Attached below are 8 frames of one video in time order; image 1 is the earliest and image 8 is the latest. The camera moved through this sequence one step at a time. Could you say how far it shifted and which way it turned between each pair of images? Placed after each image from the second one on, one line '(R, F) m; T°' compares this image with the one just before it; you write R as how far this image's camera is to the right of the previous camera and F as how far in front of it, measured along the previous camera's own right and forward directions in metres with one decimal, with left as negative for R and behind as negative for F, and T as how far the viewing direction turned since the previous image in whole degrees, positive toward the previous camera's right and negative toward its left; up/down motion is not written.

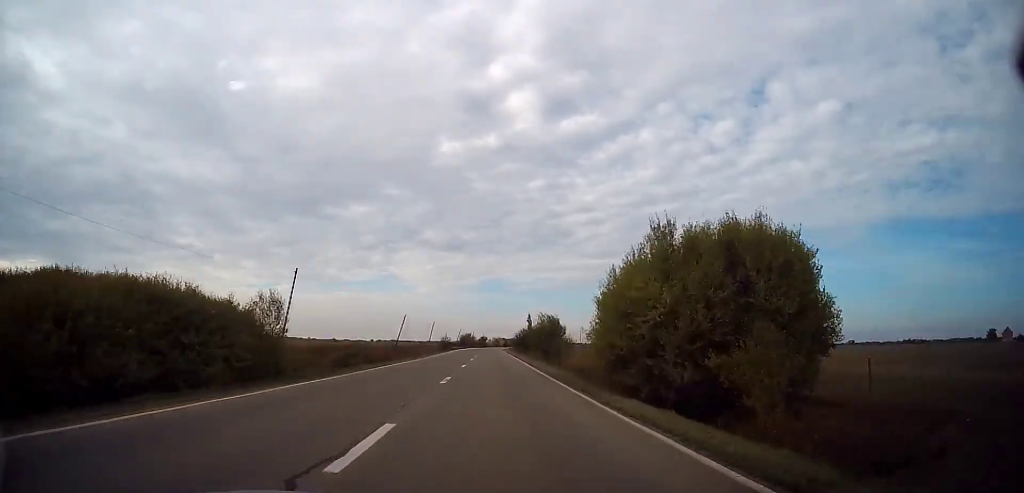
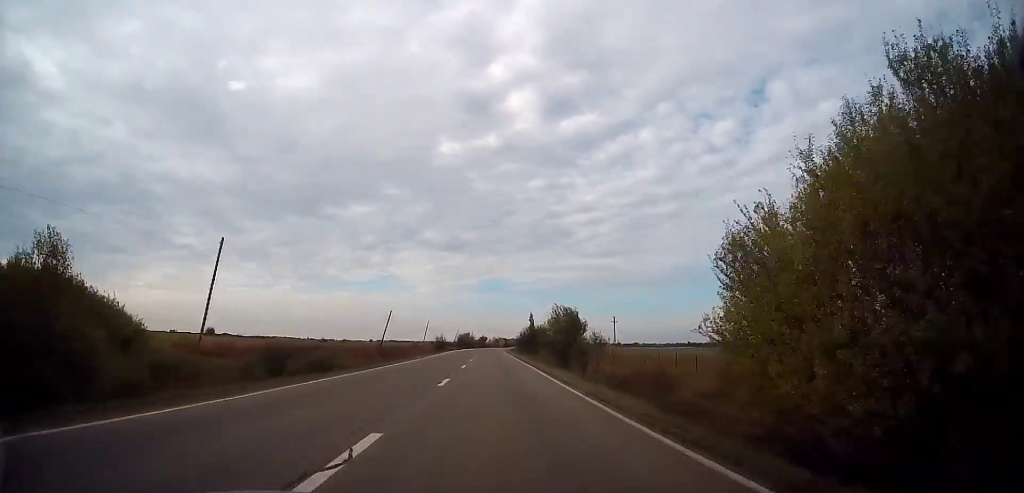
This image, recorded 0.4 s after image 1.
(0.0, +12.1) m; 0°
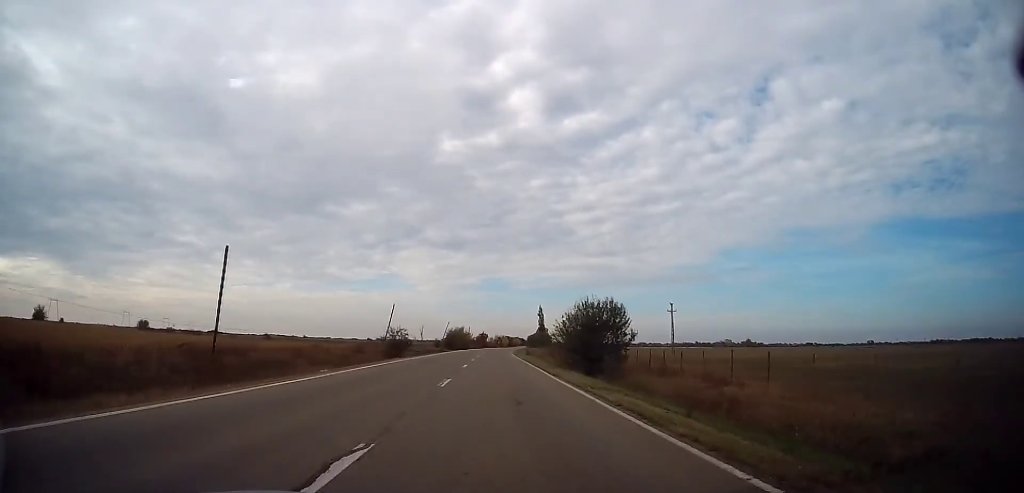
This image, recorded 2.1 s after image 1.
(-0.1, +46.1) m; 0°
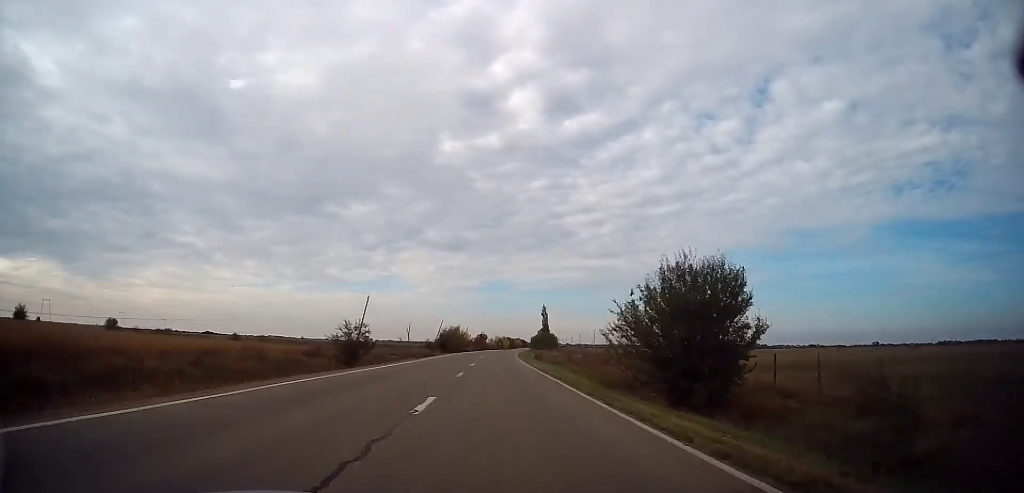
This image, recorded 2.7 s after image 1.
(+0.4, +16.3) m; 0°
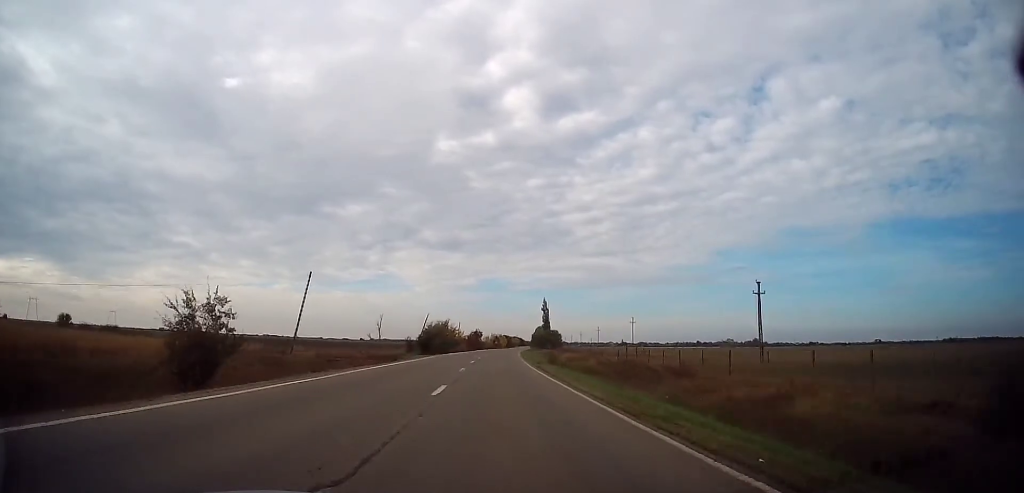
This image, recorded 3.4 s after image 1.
(-0.3, +19.1) m; 0°
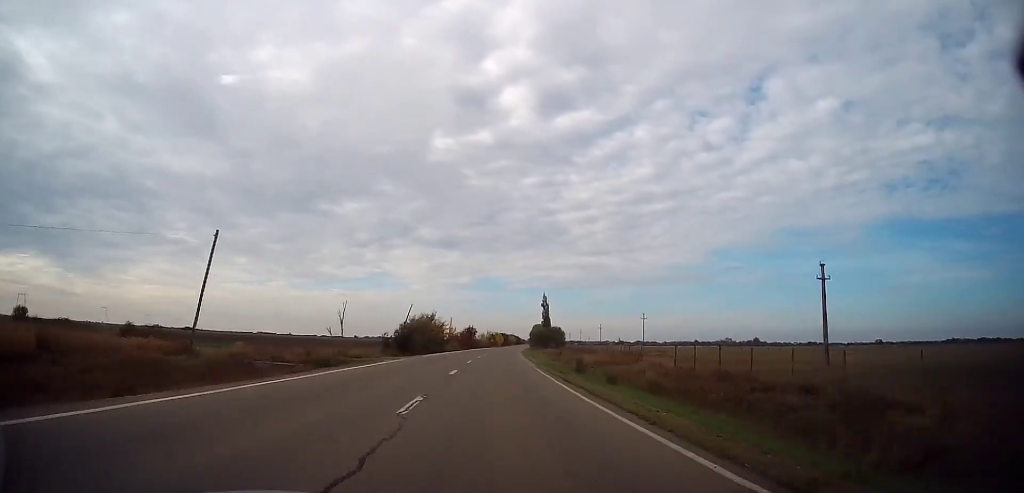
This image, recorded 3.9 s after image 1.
(-0.3, +15.1) m; 0°
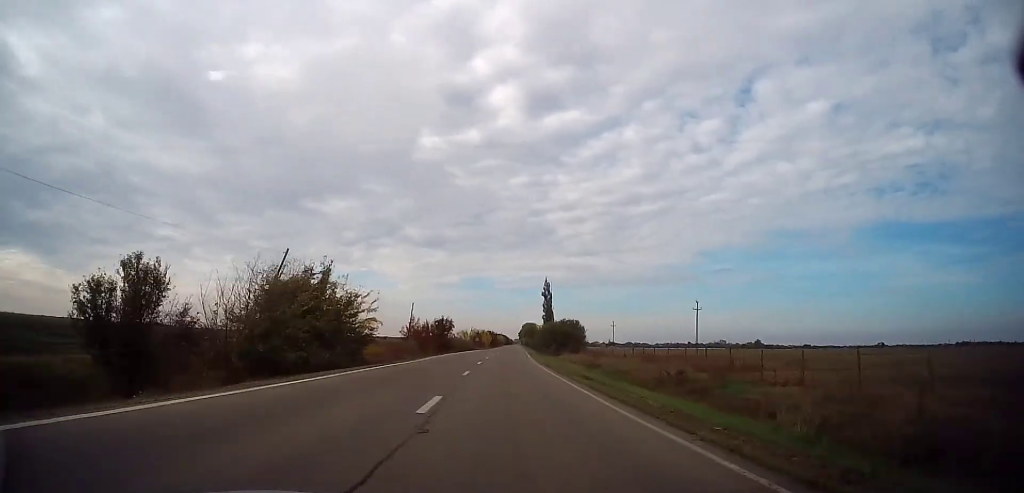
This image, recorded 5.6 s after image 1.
(+1.1, +45.5) m; +2°
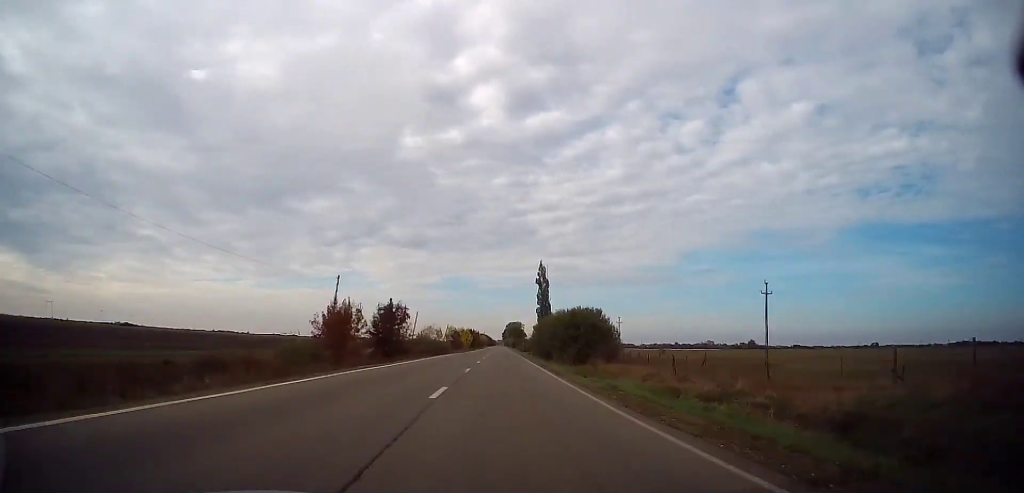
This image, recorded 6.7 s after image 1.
(+0.7, +31.5) m; +2°
